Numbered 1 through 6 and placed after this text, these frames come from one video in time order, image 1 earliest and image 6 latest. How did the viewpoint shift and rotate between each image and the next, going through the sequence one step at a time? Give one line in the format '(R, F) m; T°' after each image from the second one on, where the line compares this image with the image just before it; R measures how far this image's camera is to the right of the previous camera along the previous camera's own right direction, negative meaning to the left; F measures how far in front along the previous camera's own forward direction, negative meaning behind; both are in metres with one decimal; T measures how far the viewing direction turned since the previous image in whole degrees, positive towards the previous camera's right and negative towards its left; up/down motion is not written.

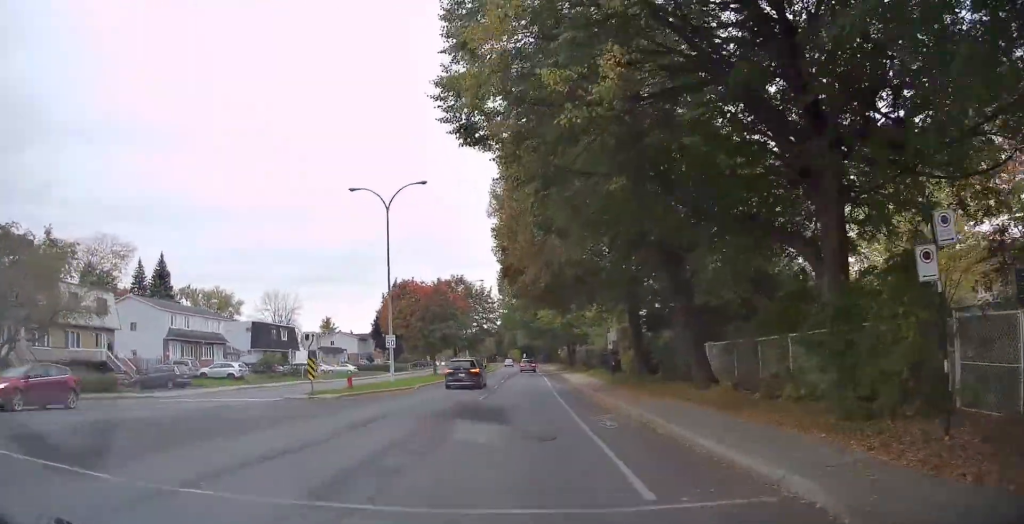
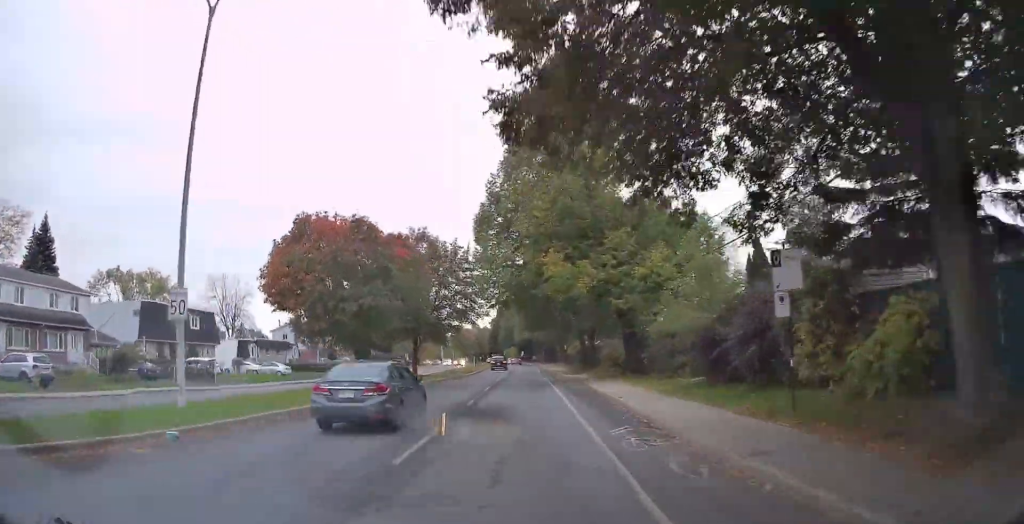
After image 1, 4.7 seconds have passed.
(-1.0, +30.5) m; -1°
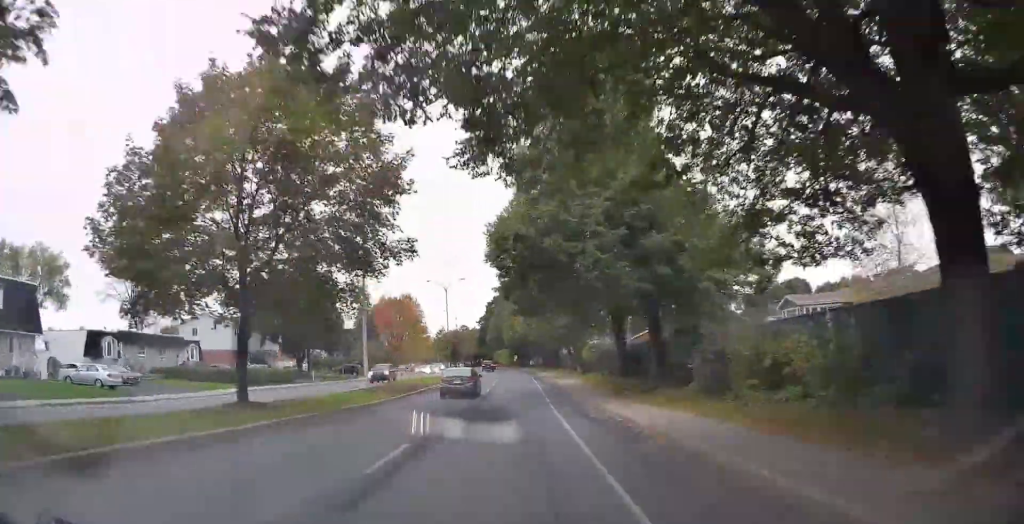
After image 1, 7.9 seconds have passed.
(+0.1, +27.1) m; +1°
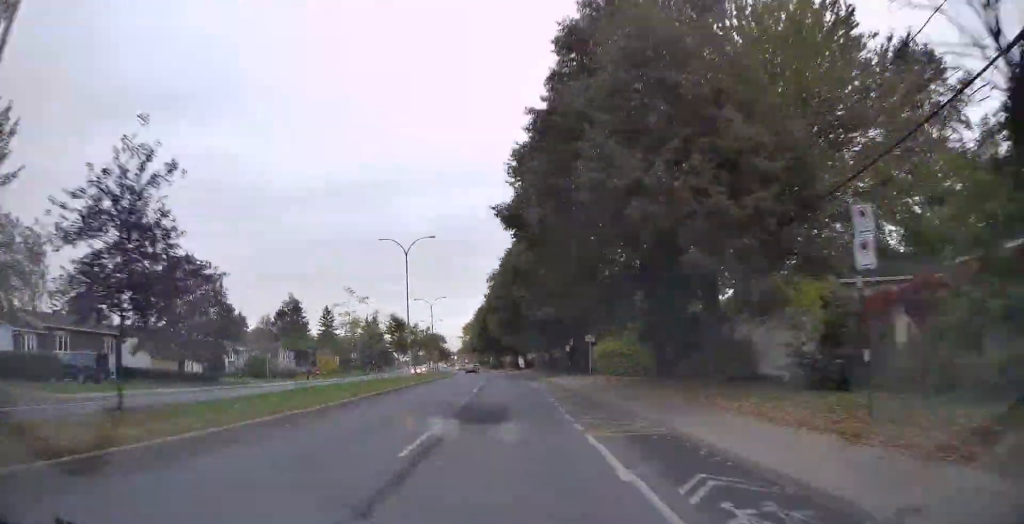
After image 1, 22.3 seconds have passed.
(-2.5, +168.6) m; -8°
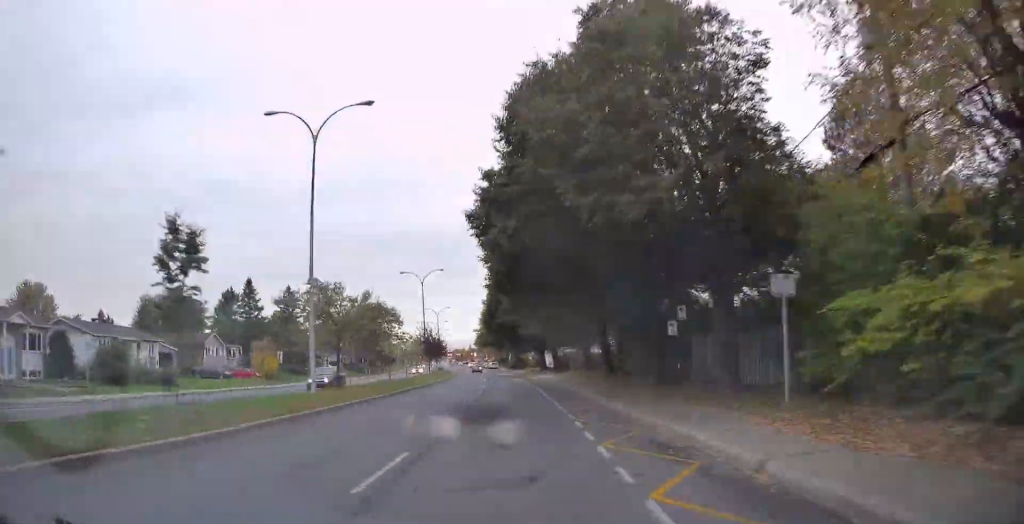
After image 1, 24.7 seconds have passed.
(-3.3, +30.7) m; -4°
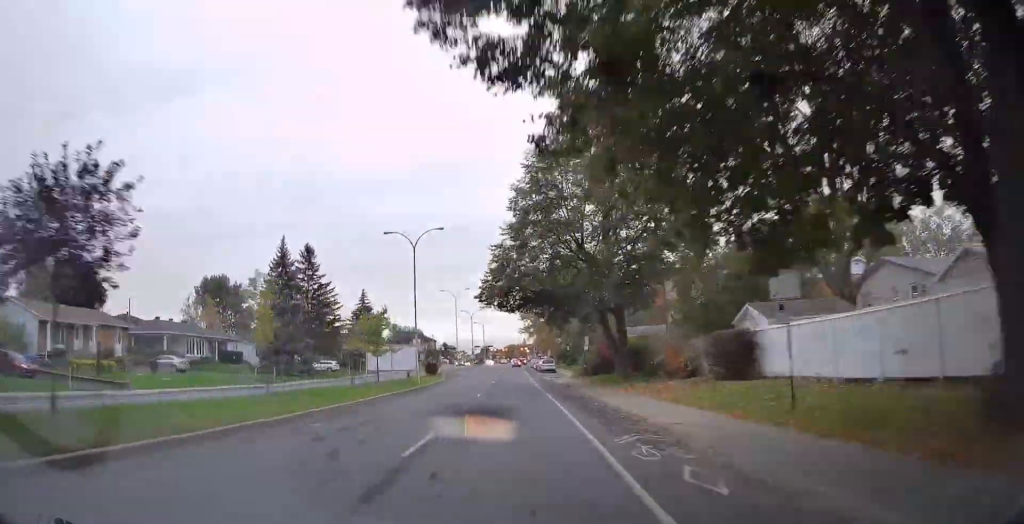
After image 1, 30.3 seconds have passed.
(-3.7, +71.6) m; -4°
